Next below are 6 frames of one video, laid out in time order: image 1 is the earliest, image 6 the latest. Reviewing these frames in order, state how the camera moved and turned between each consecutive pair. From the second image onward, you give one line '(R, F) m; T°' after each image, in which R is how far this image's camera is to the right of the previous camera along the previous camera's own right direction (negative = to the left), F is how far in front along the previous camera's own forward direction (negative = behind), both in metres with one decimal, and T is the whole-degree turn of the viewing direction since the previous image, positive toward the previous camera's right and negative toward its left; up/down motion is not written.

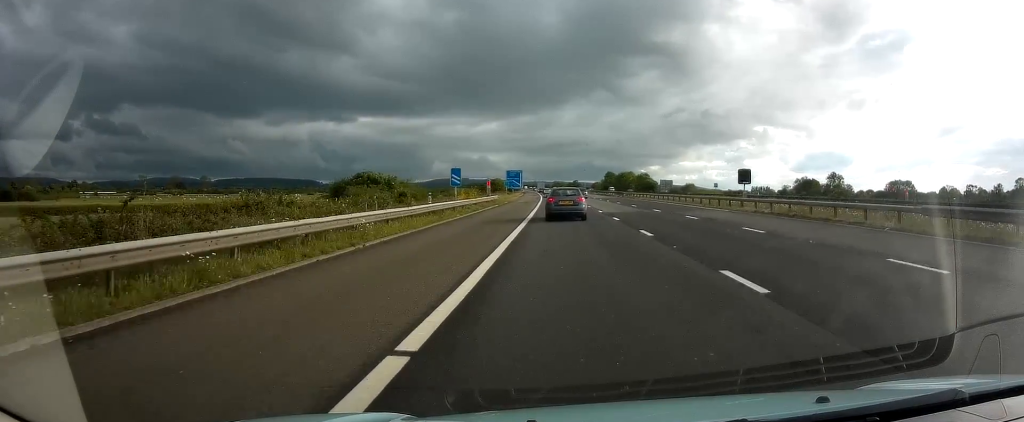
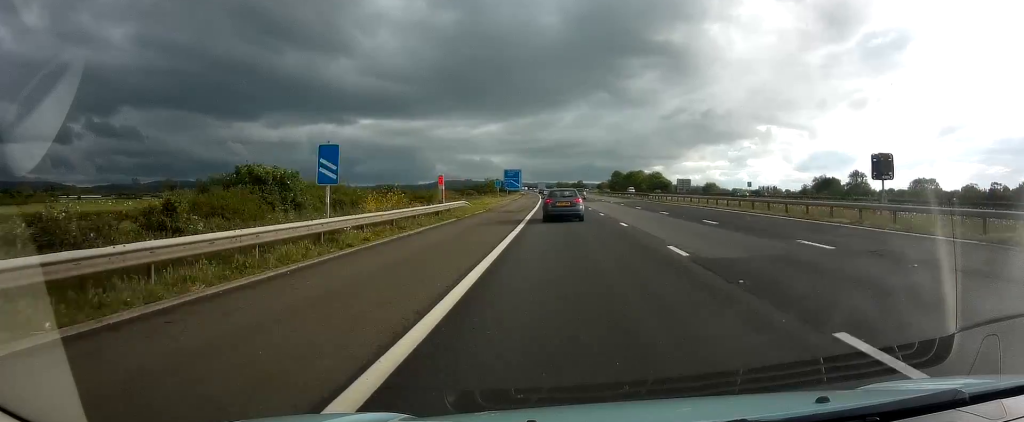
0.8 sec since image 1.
(-0.2, +21.2) m; 0°
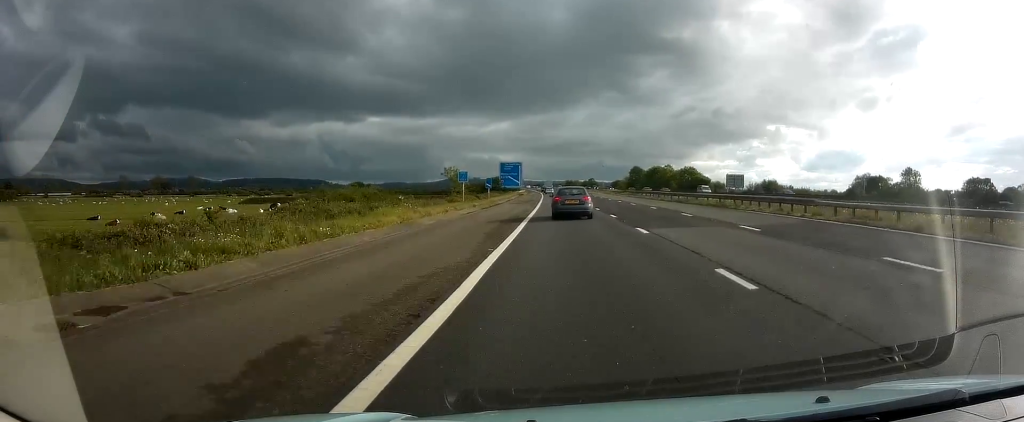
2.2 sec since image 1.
(+0.1, +40.5) m; 0°
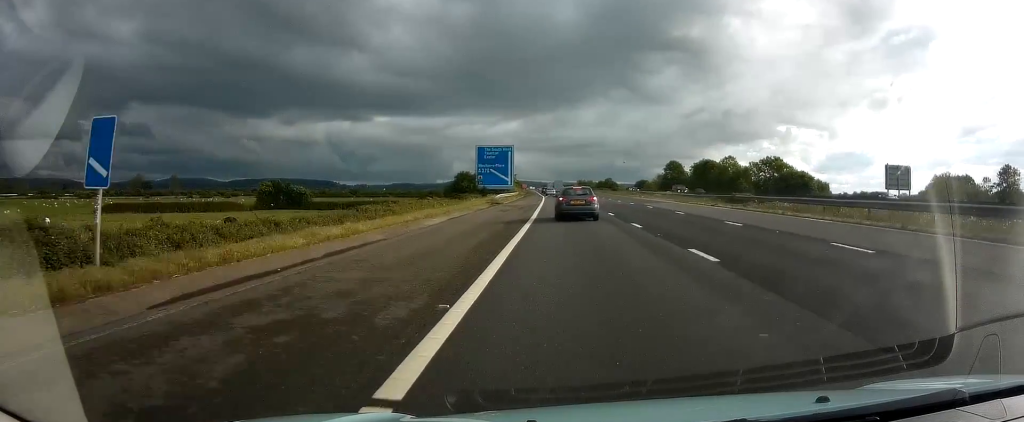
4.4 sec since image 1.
(-0.6, +59.5) m; -1°
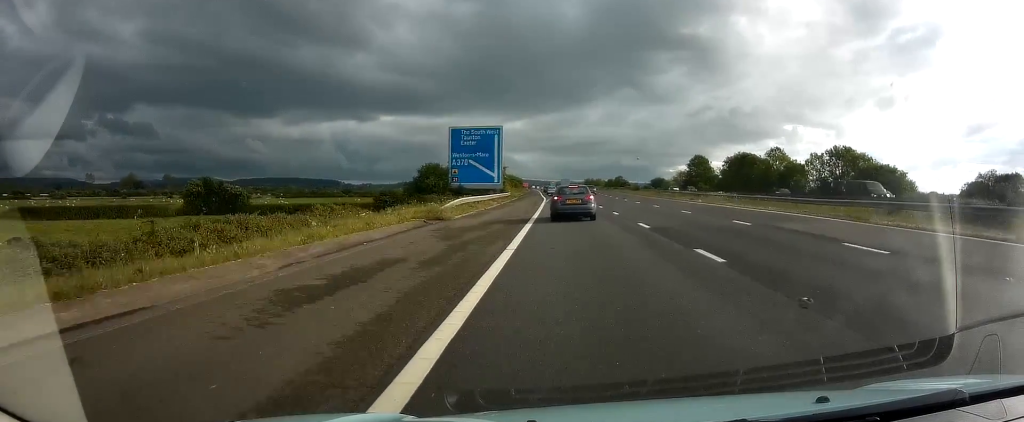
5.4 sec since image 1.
(-0.1, +27.0) m; -1°
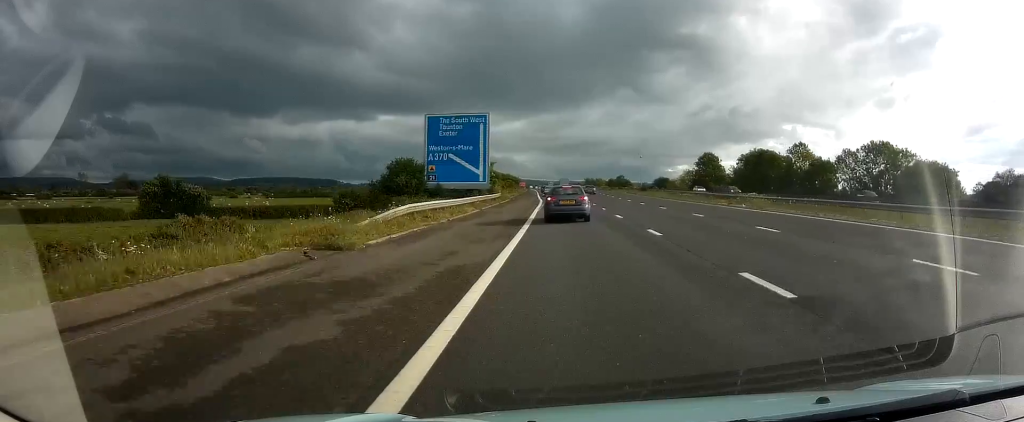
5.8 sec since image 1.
(0.0, +11.4) m; 0°
